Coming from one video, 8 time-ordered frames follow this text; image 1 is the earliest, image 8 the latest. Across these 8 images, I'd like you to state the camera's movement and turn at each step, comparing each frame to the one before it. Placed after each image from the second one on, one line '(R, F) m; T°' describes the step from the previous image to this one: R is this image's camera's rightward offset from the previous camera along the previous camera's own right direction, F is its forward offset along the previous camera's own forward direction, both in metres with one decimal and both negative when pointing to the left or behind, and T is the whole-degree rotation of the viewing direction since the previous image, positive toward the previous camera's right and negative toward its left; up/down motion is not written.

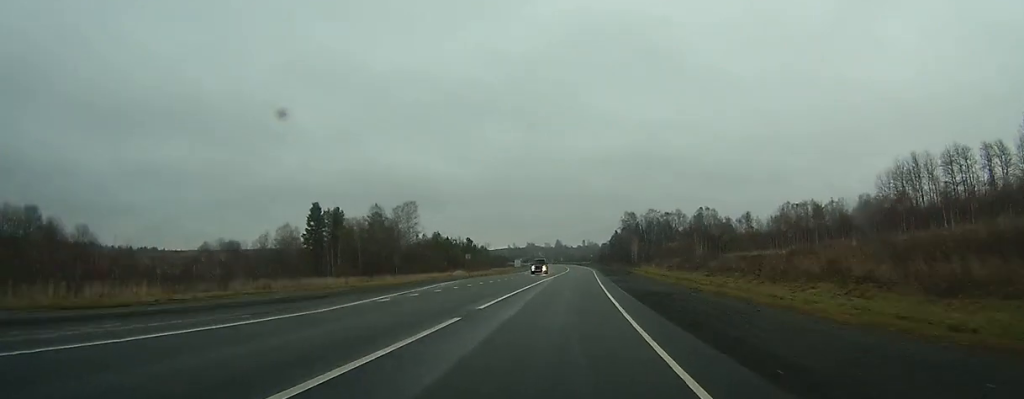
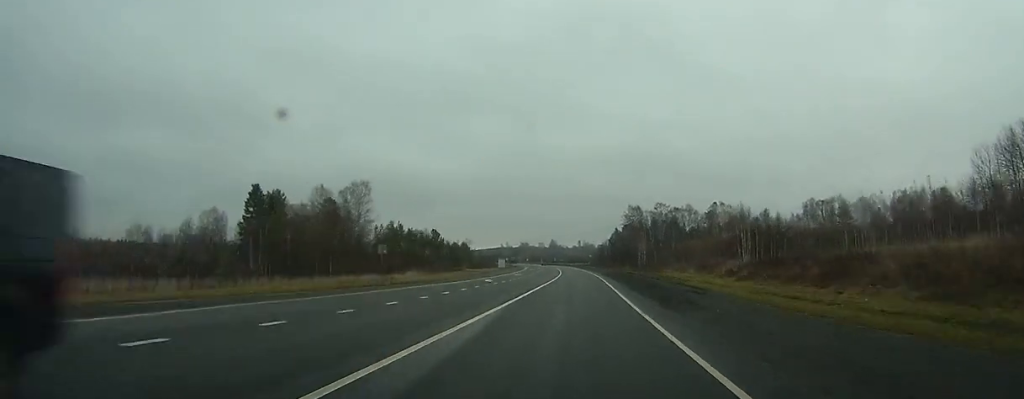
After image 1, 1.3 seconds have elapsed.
(+0.3, +36.7) m; 0°
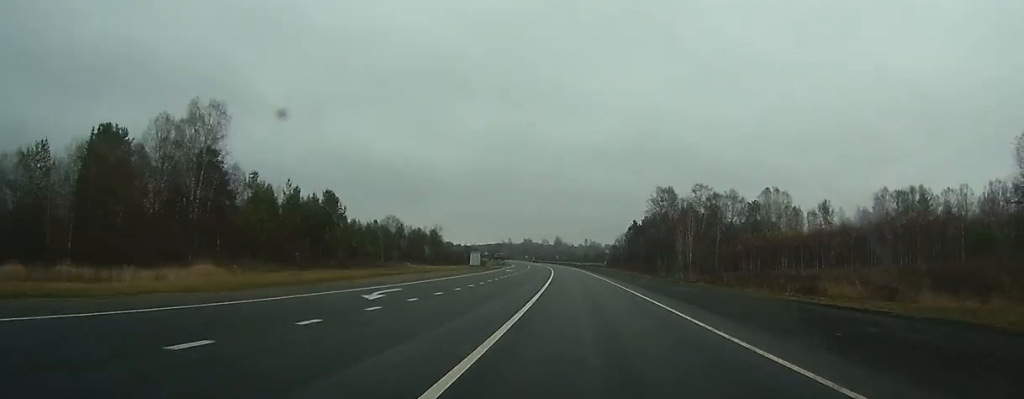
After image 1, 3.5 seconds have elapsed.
(0.0, +62.7) m; -1°
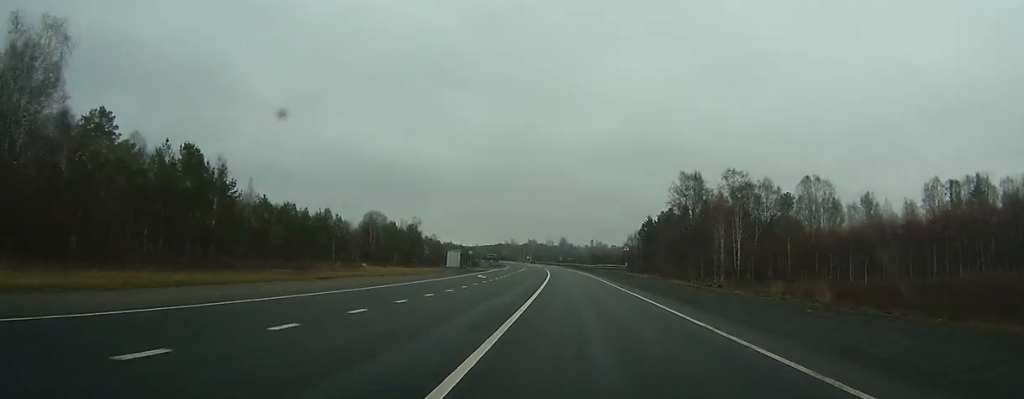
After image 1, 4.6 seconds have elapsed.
(+0.1, +30.3) m; -1°
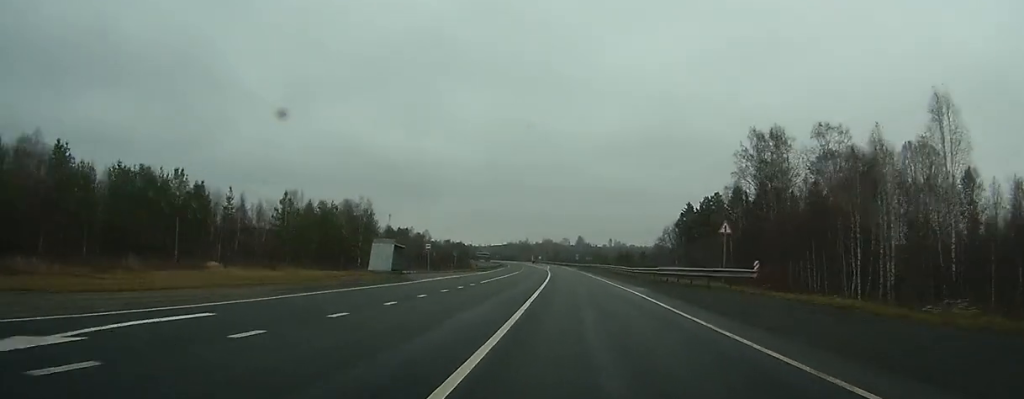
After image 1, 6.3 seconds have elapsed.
(-0.6, +45.4) m; -1°
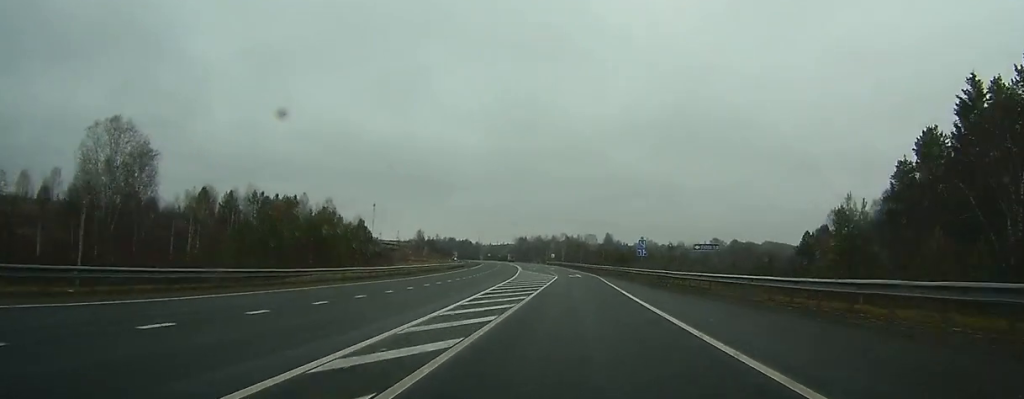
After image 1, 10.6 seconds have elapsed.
(-3.0, +112.3) m; -3°
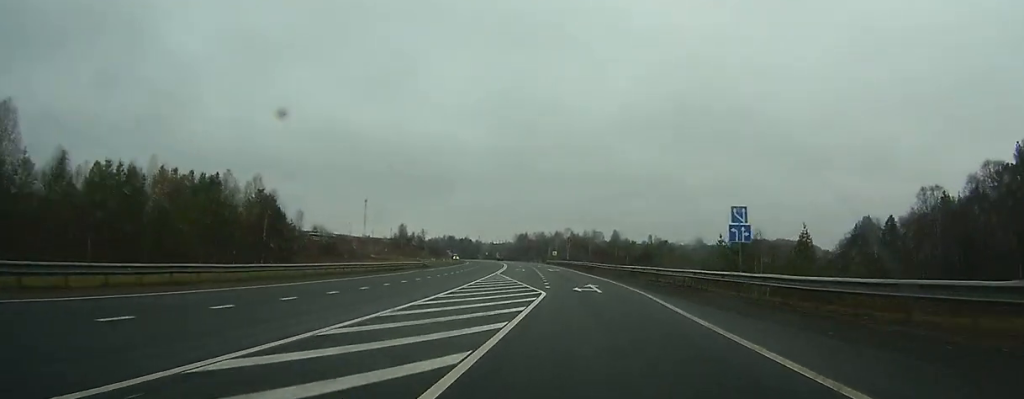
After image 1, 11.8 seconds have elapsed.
(-0.1, +33.1) m; -1°
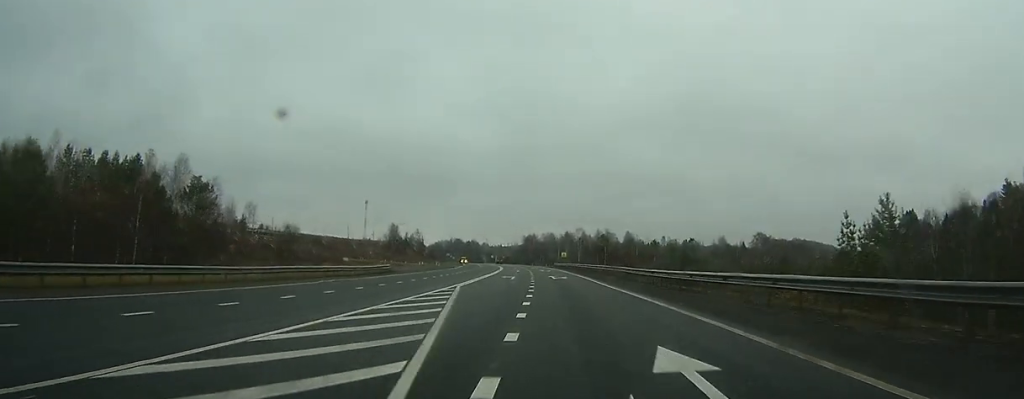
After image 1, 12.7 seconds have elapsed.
(+0.1, +23.9) m; -1°
